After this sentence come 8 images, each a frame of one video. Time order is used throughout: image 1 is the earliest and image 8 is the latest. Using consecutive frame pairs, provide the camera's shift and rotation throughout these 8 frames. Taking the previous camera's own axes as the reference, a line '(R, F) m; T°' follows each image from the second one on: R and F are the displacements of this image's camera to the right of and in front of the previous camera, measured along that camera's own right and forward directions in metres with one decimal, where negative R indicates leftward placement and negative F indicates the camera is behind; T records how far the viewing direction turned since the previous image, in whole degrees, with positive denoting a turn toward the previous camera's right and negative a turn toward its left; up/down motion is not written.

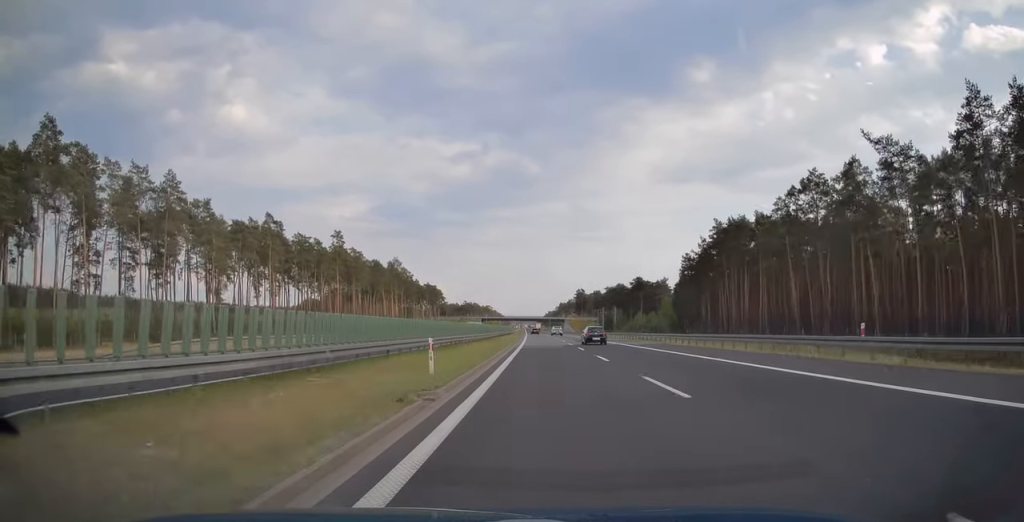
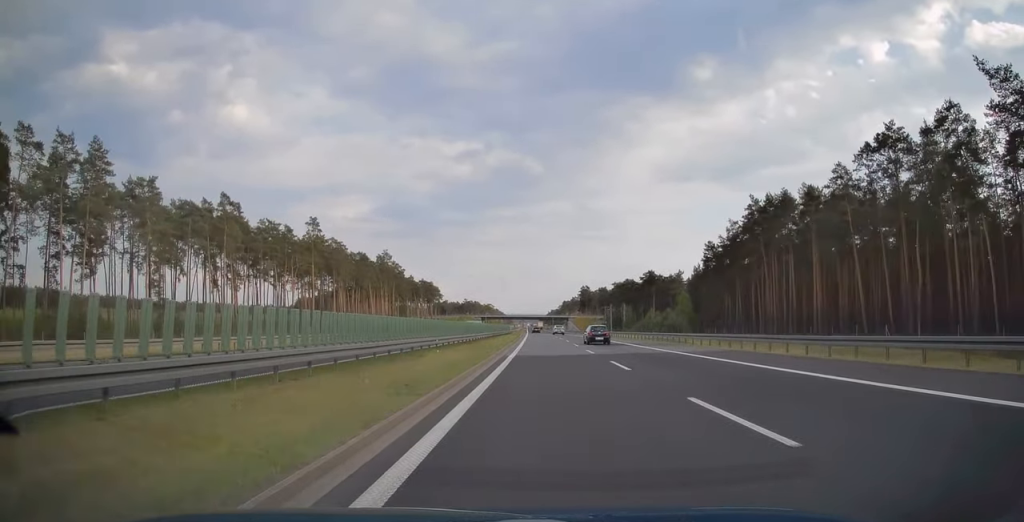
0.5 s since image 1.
(-0.1, +17.0) m; 0°
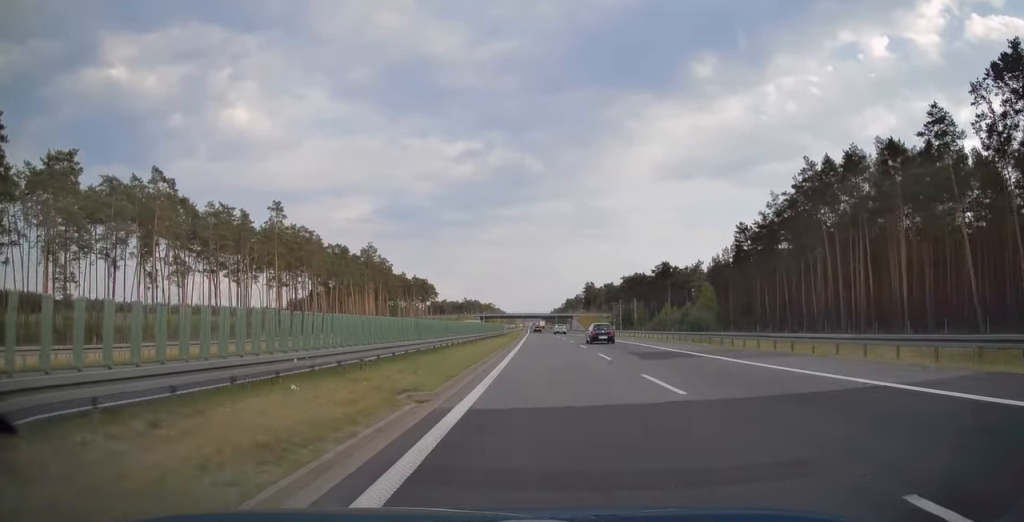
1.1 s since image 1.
(0.0, +18.6) m; 0°
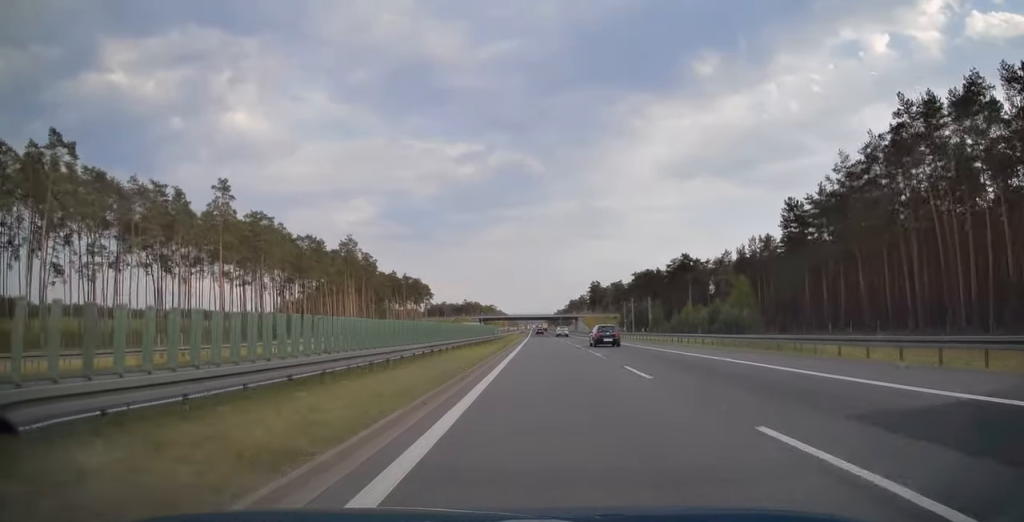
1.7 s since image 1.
(-0.1, +20.3) m; 0°
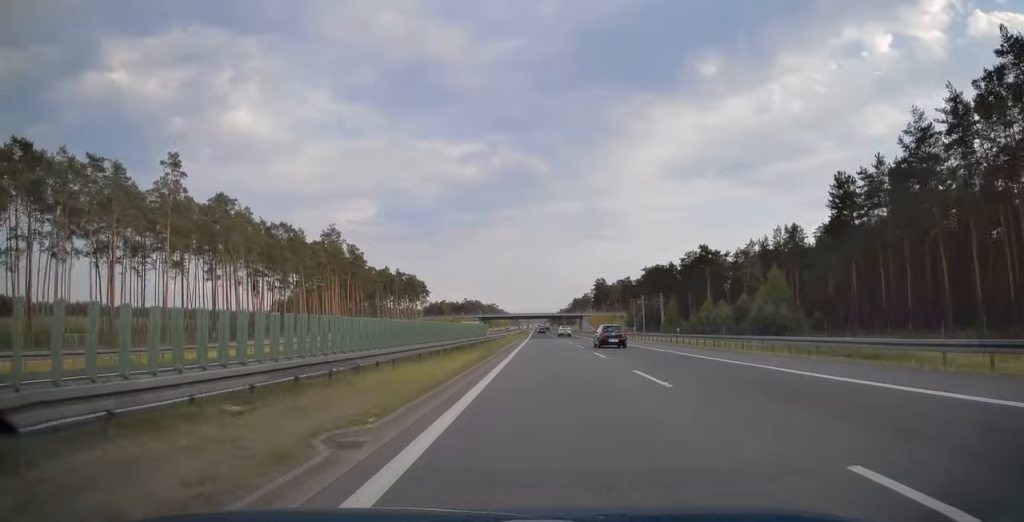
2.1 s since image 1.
(0.0, +14.2) m; 0°
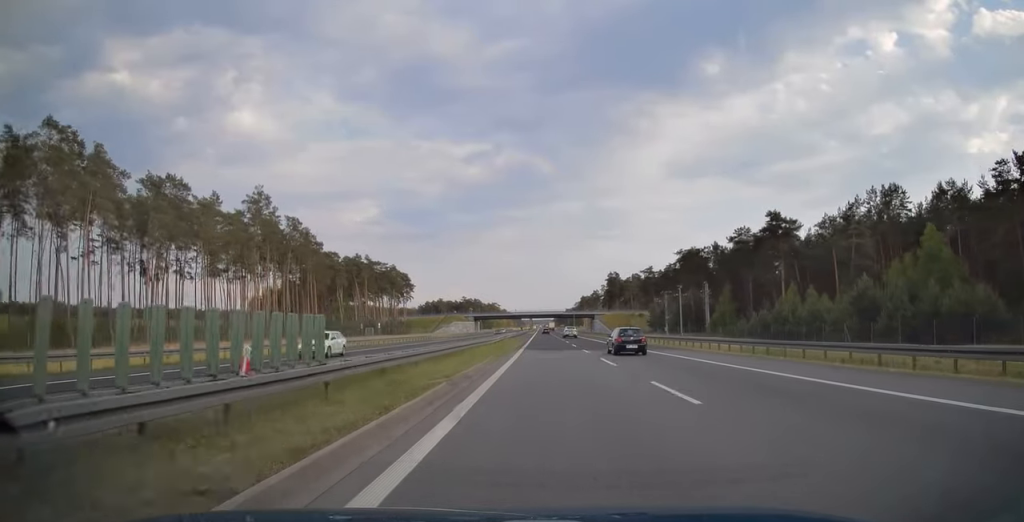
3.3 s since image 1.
(-0.3, +38.2) m; 0°
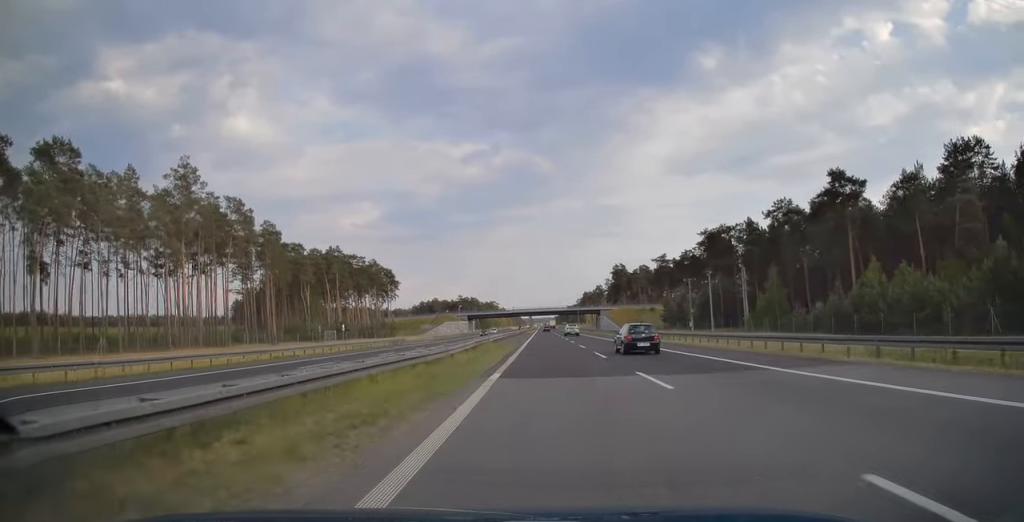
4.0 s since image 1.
(+0.1, +21.9) m; 0°
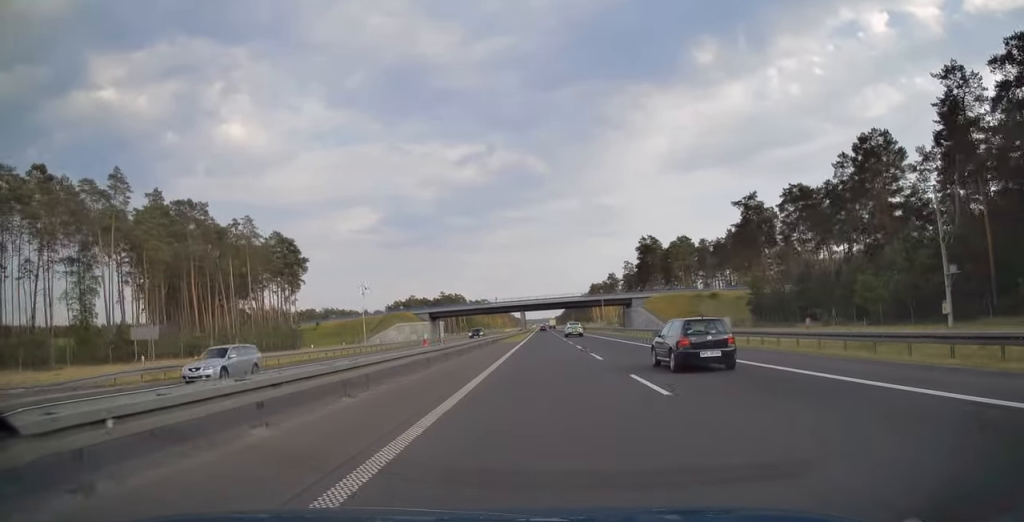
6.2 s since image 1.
(0.0, +74.6) m; 0°
